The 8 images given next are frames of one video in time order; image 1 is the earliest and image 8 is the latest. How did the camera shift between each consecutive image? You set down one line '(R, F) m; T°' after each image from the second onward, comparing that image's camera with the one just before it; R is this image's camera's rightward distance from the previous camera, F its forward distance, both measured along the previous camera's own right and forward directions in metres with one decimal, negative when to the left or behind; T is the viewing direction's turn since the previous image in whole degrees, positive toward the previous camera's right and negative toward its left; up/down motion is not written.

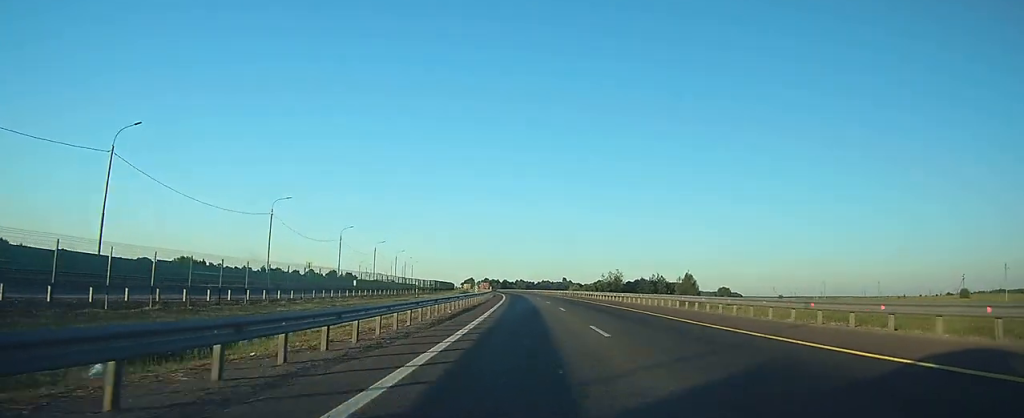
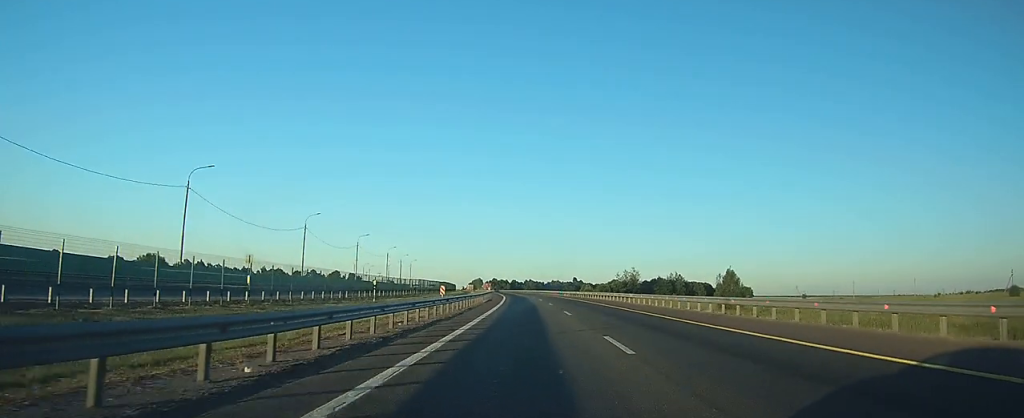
(-0.1, +20.3) m; 0°
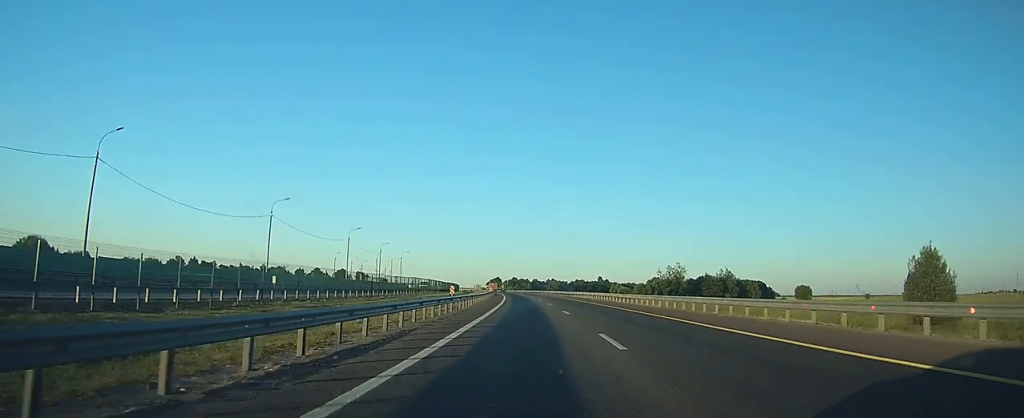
(-0.5, +47.3) m; -1°
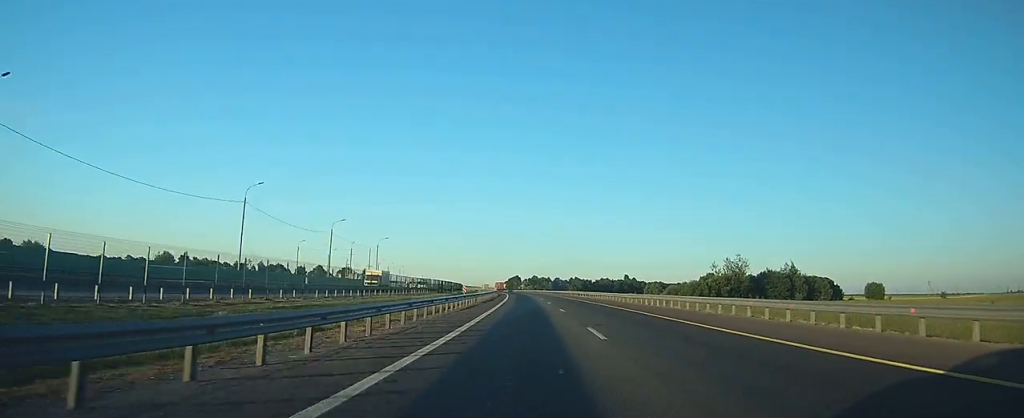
(-1.0, +45.8) m; -3°
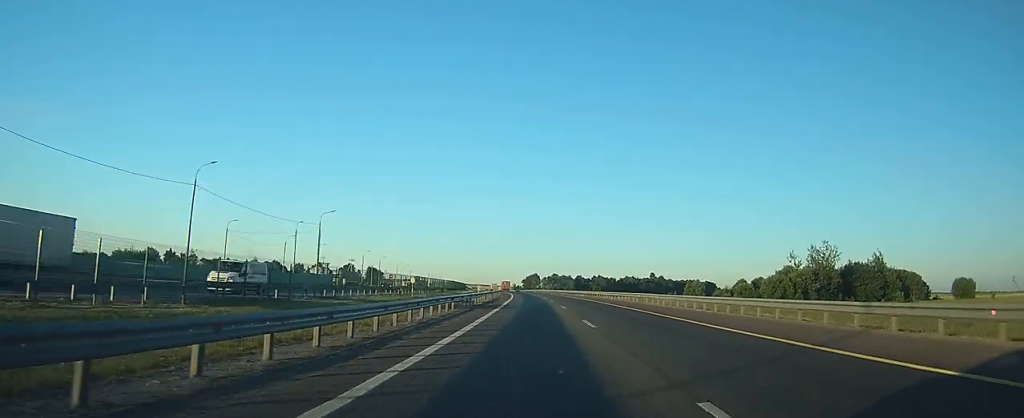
(-1.0, +44.2) m; -2°
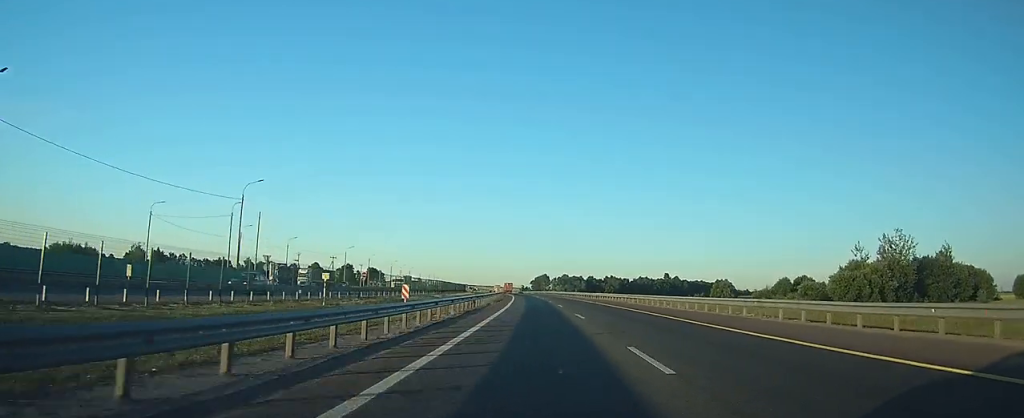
(-0.3, +25.7) m; -1°
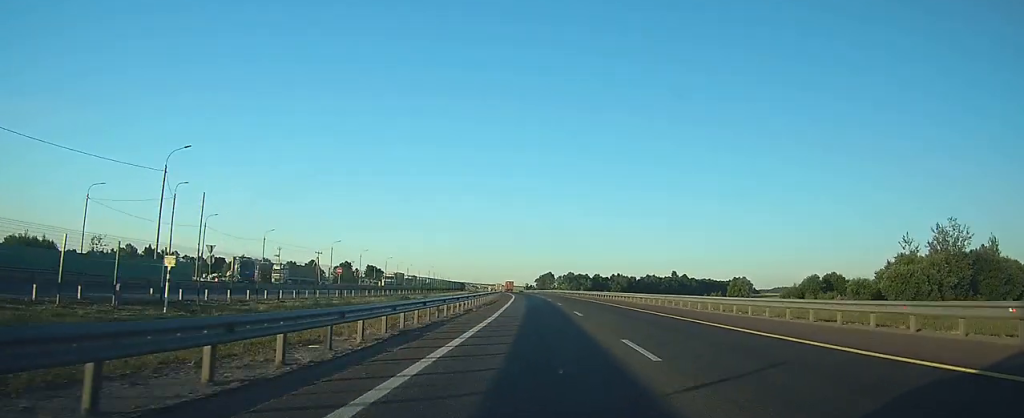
(0.0, +14.6) m; 0°
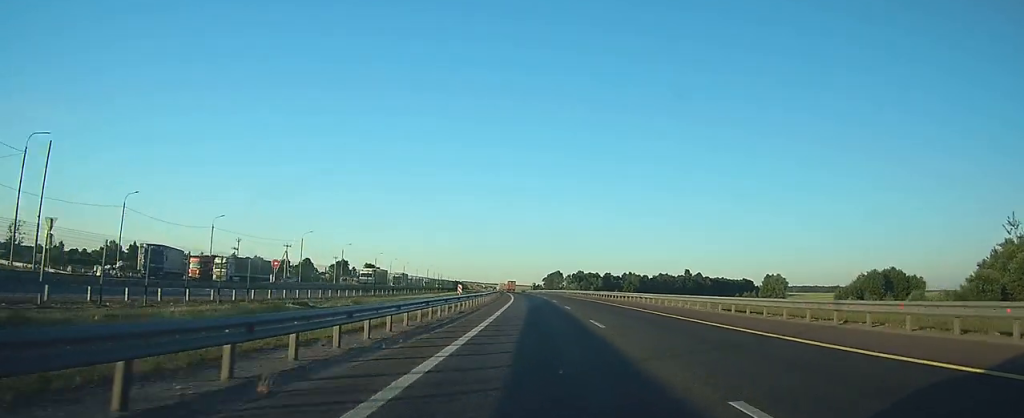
(-0.2, +23.7) m; -1°
